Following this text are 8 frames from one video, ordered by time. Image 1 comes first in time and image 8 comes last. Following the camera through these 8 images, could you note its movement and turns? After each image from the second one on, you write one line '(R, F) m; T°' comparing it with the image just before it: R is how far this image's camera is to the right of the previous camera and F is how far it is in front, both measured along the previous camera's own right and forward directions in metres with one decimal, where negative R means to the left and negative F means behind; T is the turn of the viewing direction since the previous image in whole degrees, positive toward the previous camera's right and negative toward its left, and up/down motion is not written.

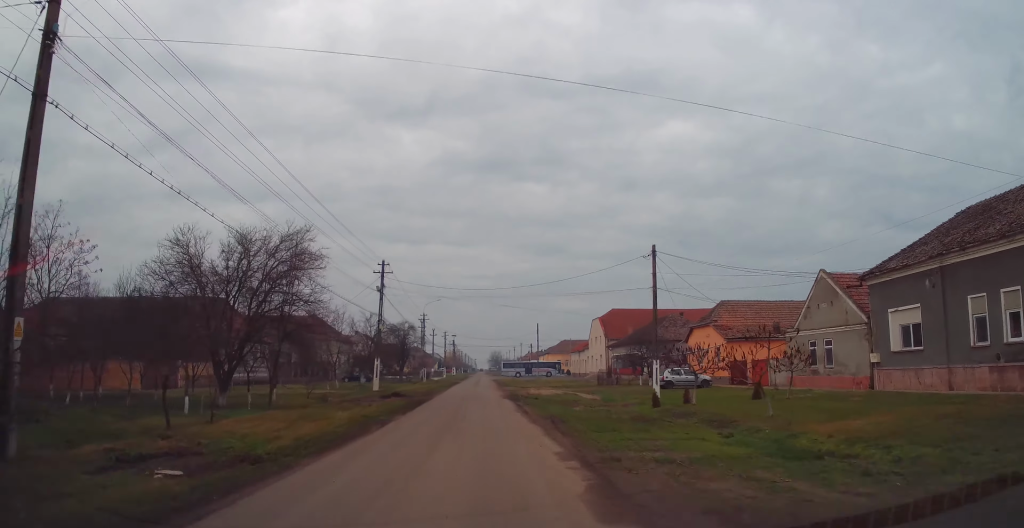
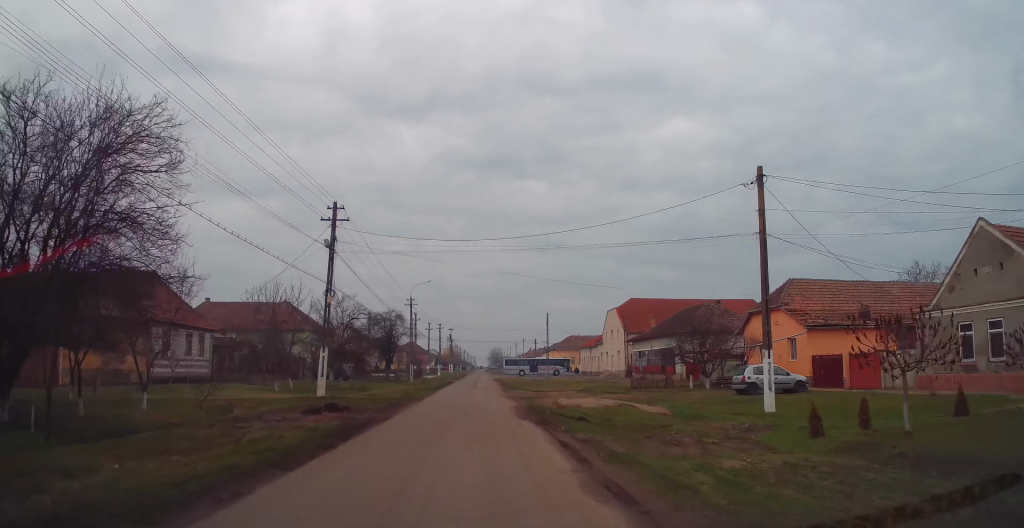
(+0.4, +13.2) m; -1°
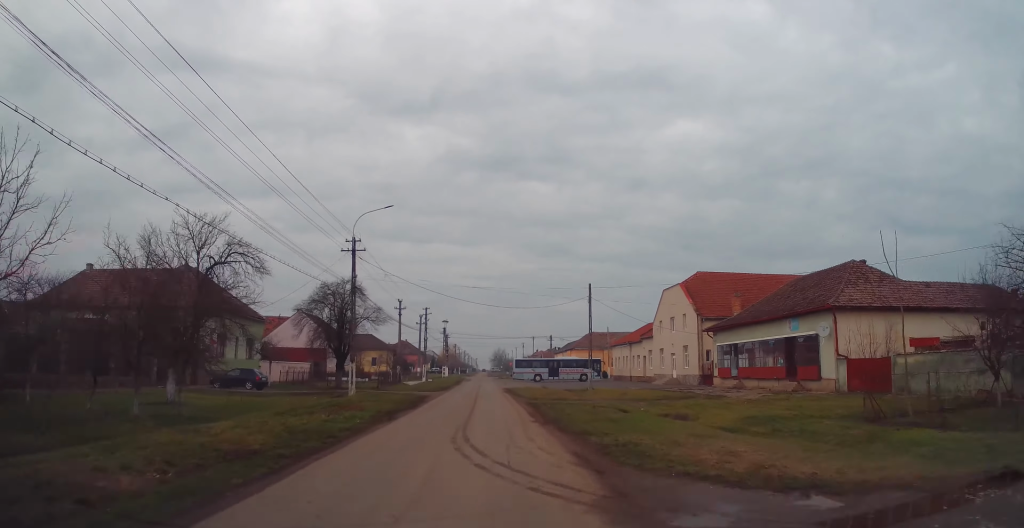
(-0.1, +28.5) m; 0°
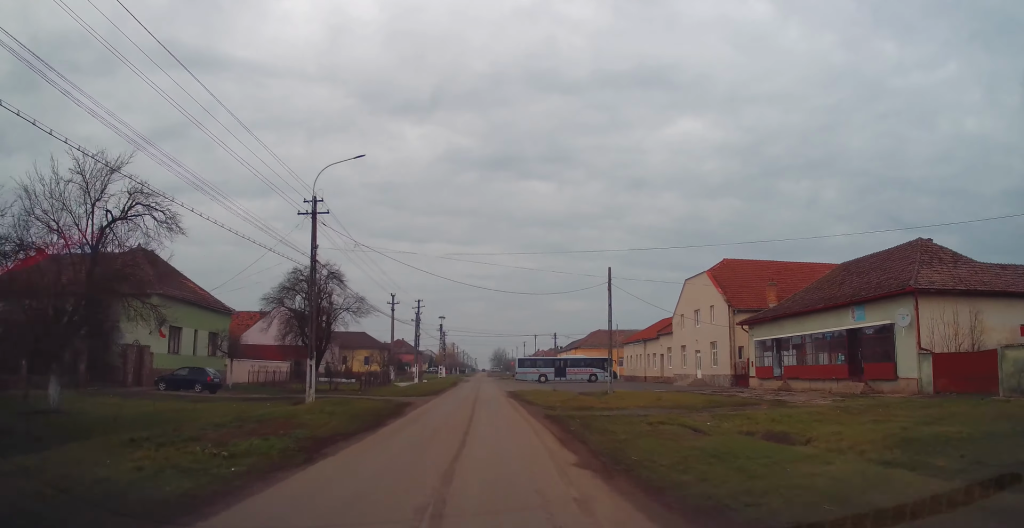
(-0.3, +7.6) m; -1°
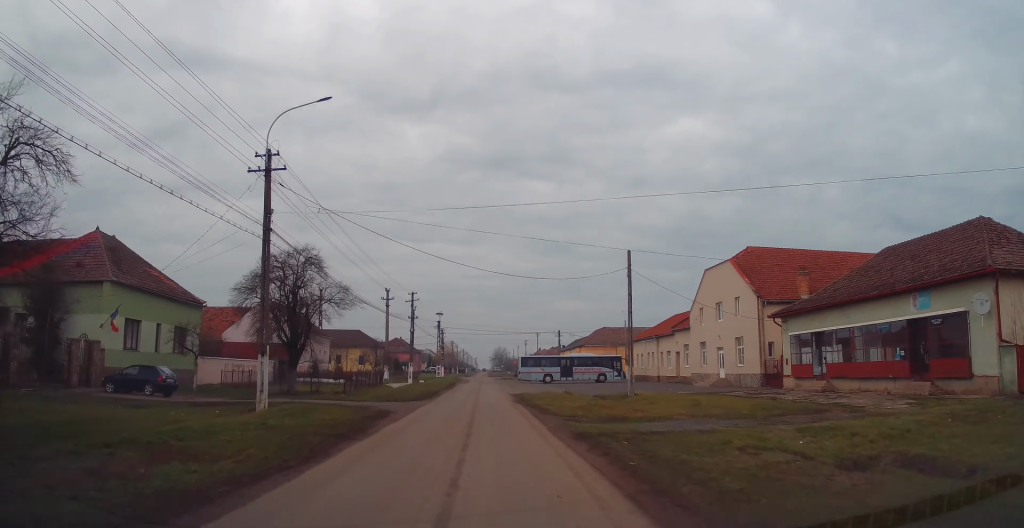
(0.0, +5.4) m; 0°
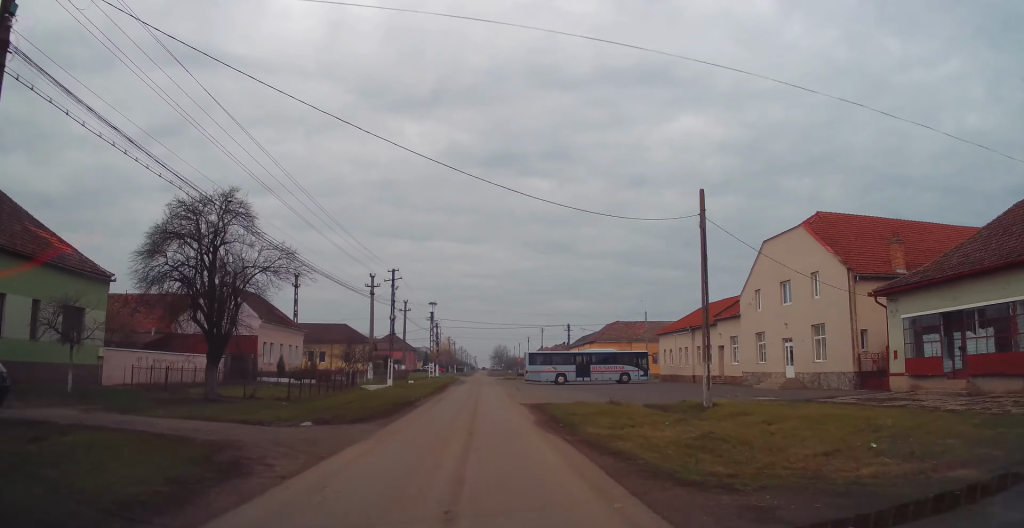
(+0.3, +11.9) m; +2°
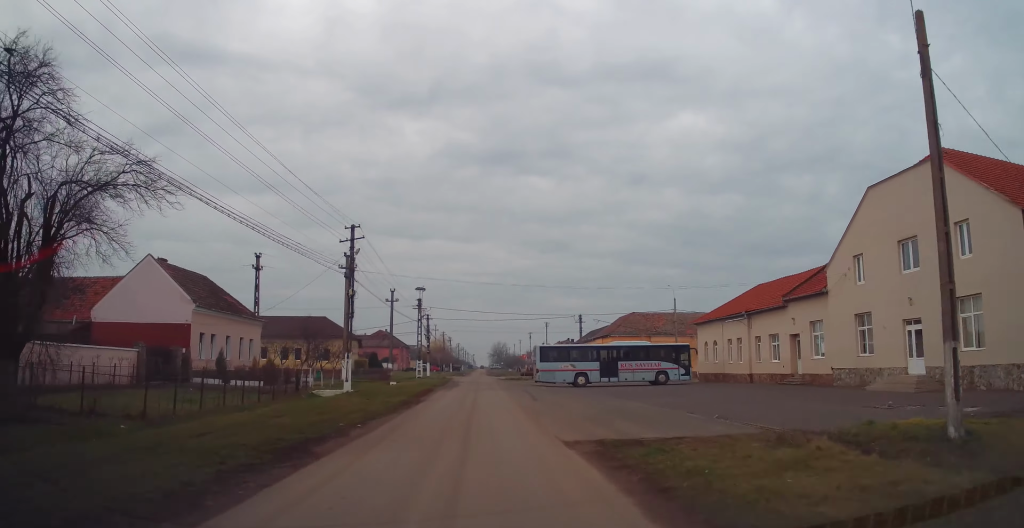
(+0.1, +13.3) m; 0°
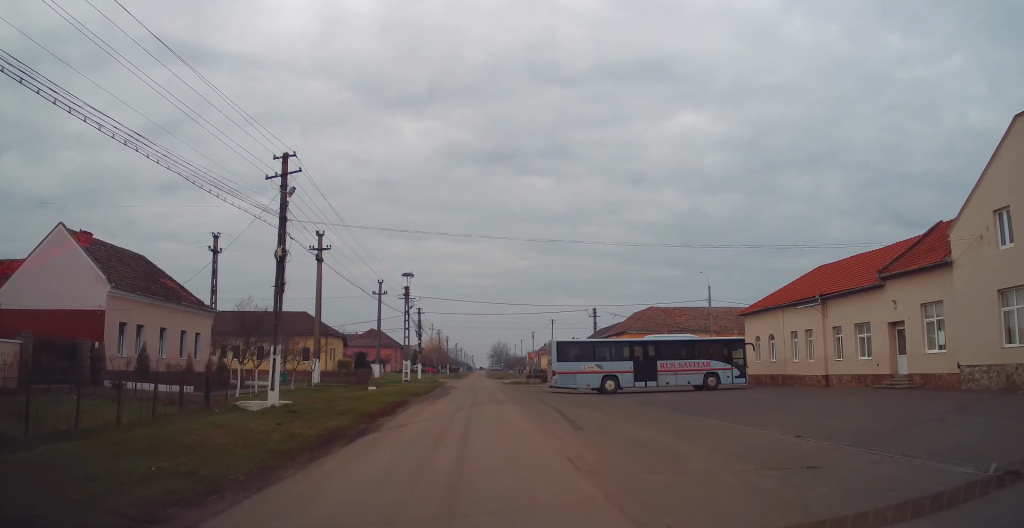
(0.0, +11.0) m; -2°
